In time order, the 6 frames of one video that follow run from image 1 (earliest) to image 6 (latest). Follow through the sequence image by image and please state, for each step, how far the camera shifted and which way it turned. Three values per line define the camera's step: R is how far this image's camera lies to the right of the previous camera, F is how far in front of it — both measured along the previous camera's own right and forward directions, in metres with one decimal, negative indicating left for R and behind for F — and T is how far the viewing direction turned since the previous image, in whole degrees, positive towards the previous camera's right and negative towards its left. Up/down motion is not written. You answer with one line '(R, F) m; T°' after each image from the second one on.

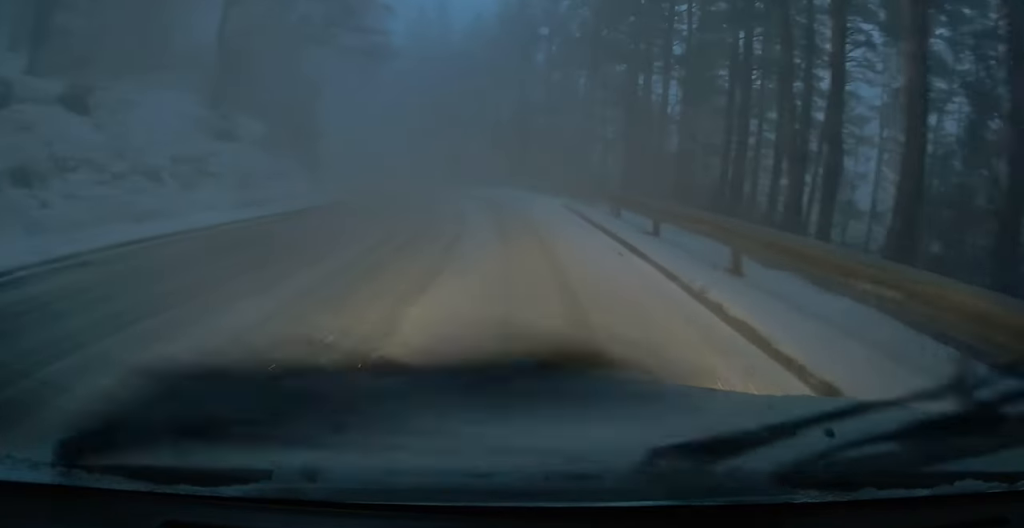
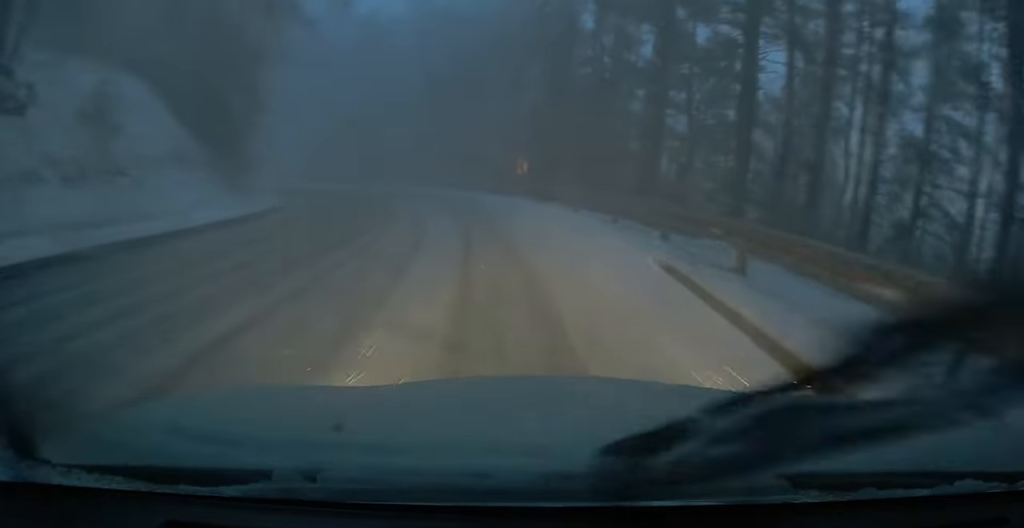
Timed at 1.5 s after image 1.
(-0.7, +10.8) m; -6°
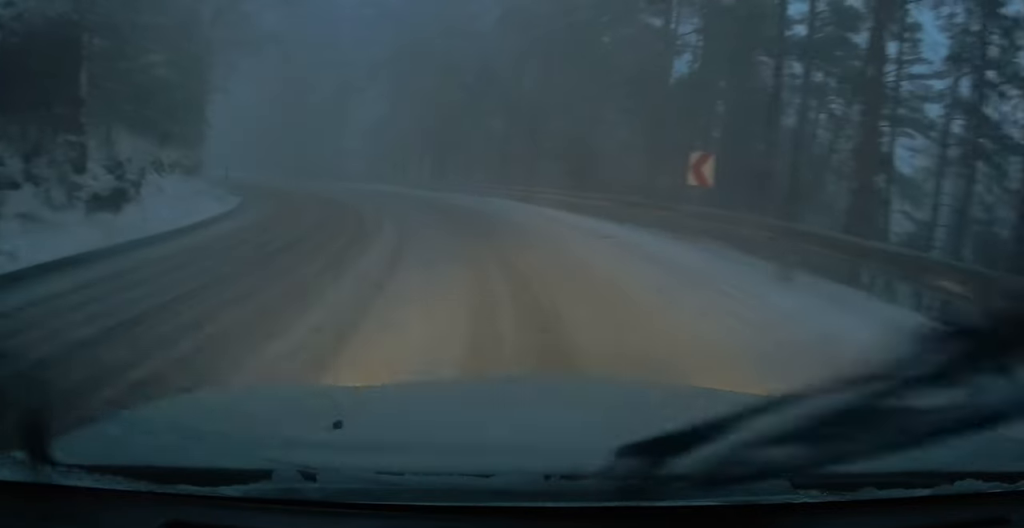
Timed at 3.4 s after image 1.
(-0.6, +13.9) m; -5°
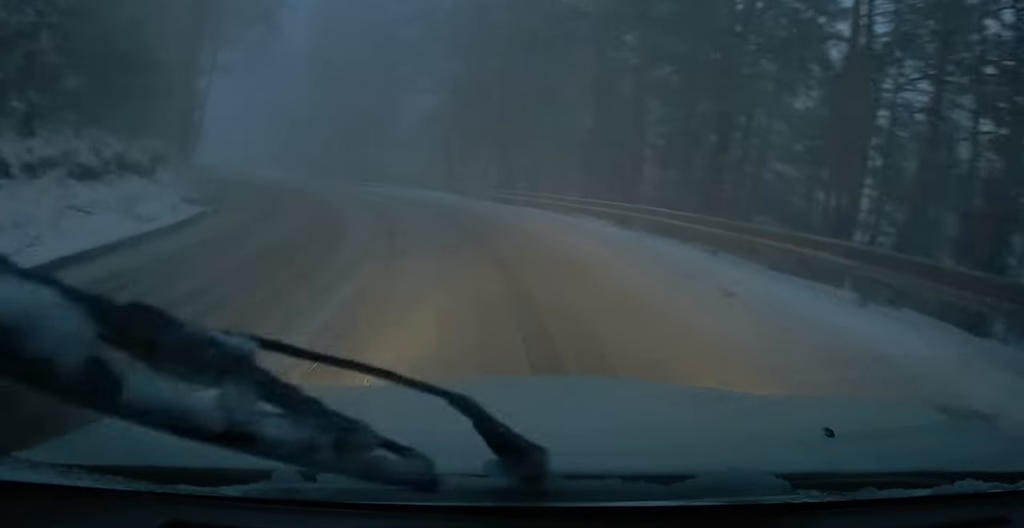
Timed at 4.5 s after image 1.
(-0.3, +7.2) m; -5°
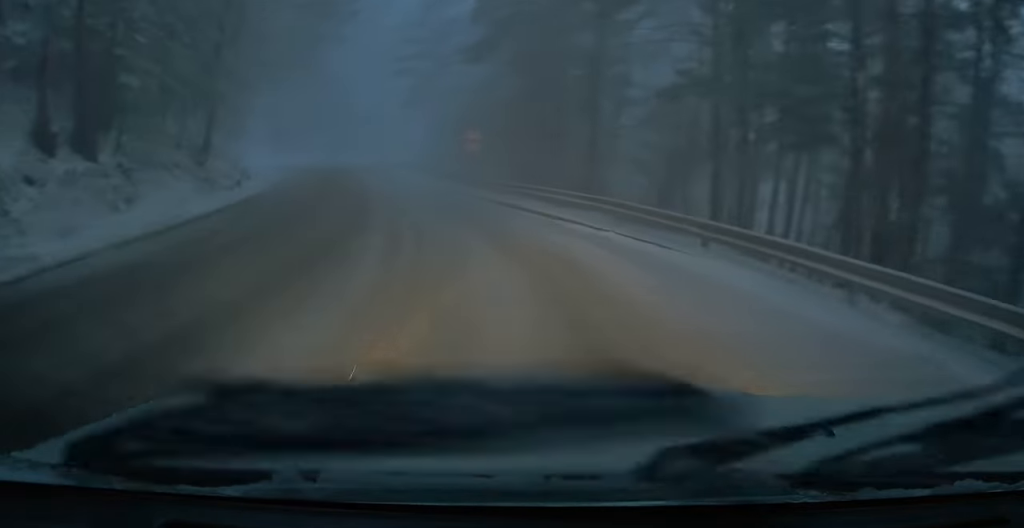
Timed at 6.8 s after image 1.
(-1.8, +16.0) m; -14°
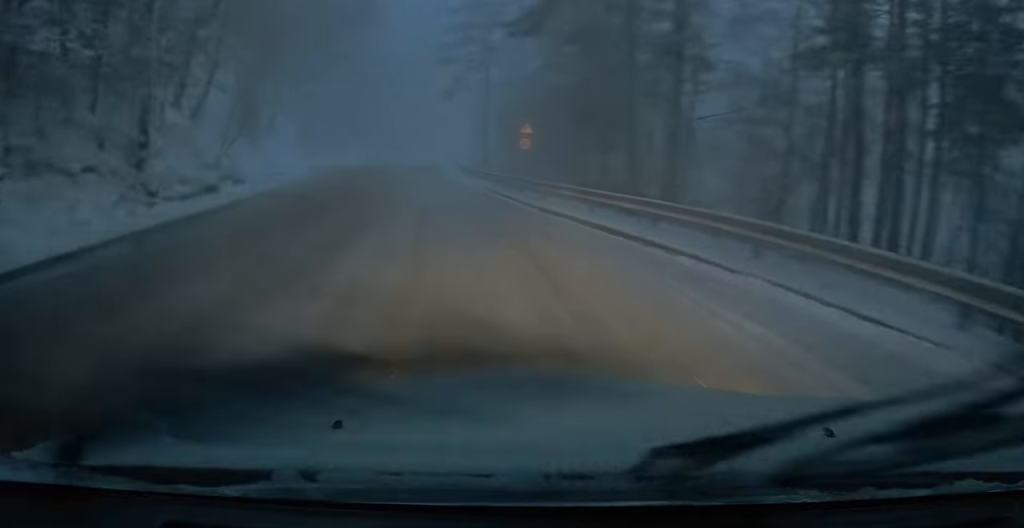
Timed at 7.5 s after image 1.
(-0.3, +5.9) m; -6°
